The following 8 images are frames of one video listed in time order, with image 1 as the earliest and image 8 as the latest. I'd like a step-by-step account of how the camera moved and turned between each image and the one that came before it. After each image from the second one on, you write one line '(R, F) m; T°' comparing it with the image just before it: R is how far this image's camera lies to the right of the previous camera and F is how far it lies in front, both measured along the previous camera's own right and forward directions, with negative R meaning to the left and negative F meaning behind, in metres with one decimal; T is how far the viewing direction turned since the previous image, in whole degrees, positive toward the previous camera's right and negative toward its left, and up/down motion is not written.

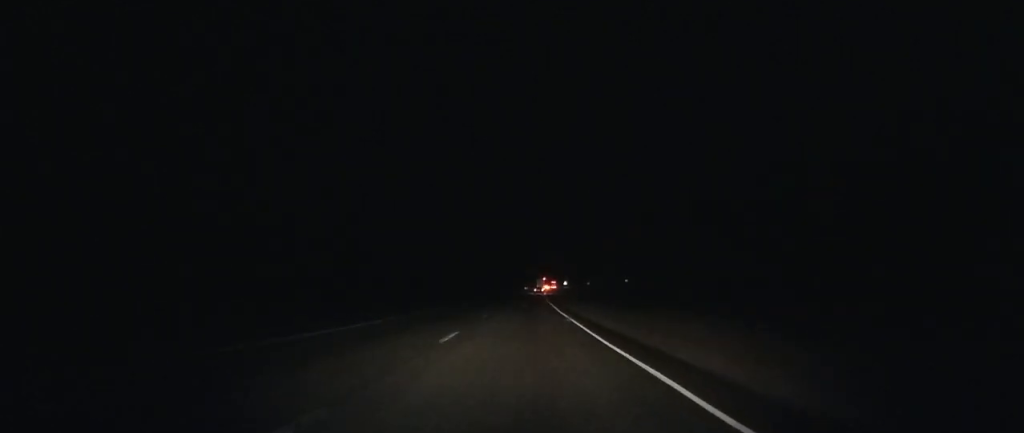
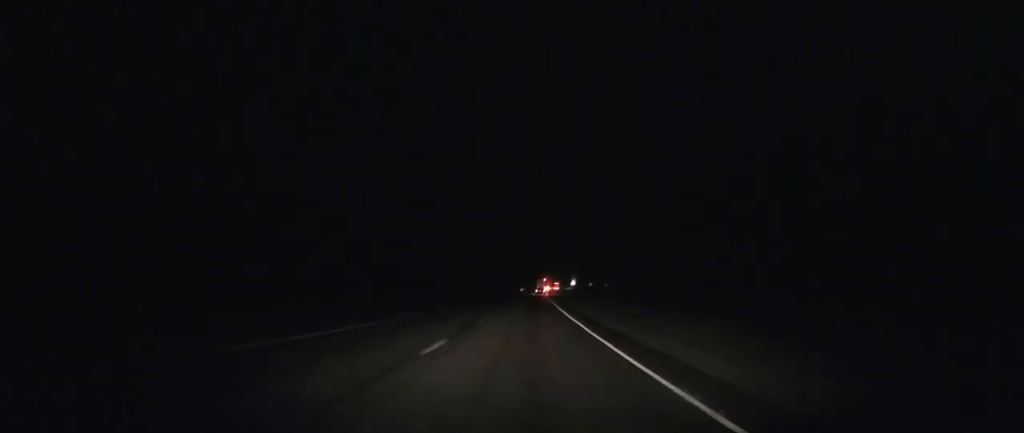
(+0.1, +38.5) m; 0°
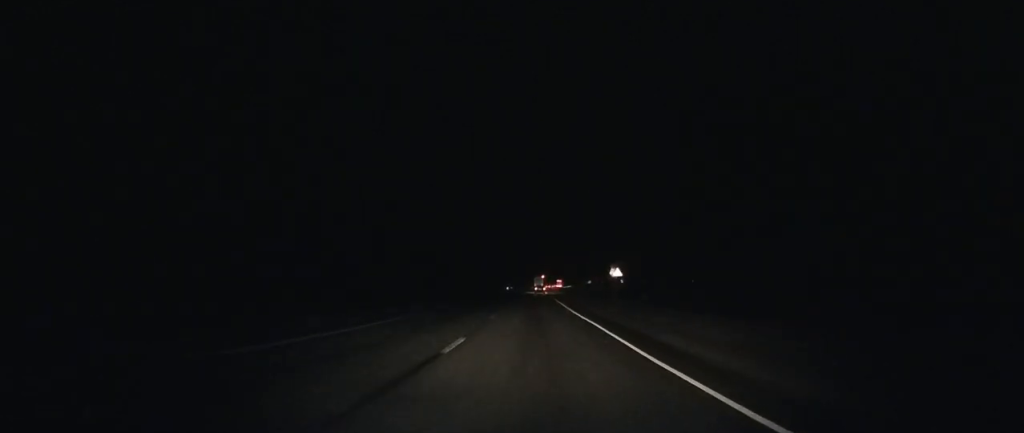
(+0.4, +68.4) m; +1°
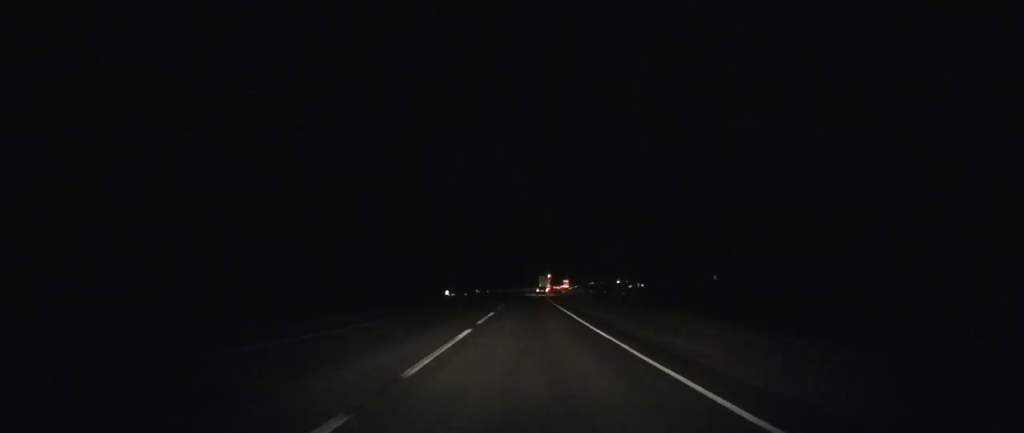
(+1.1, +112.4) m; +1°
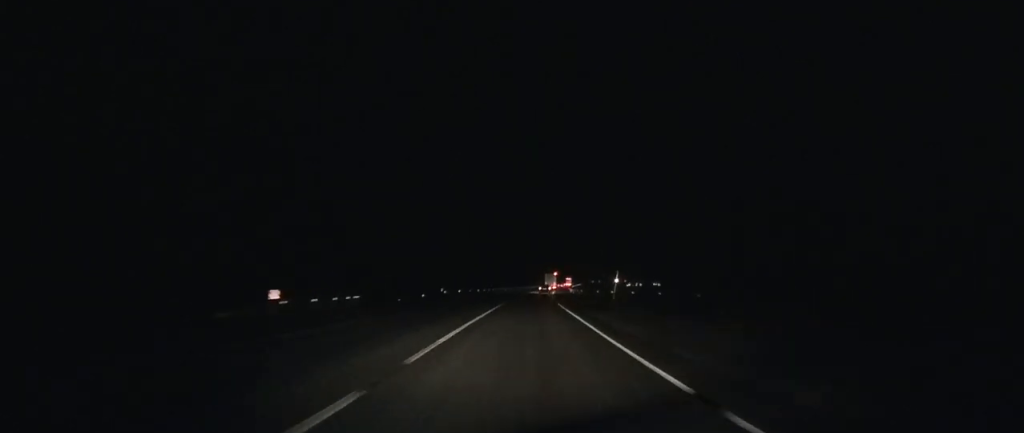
(0.0, +49.3) m; +1°
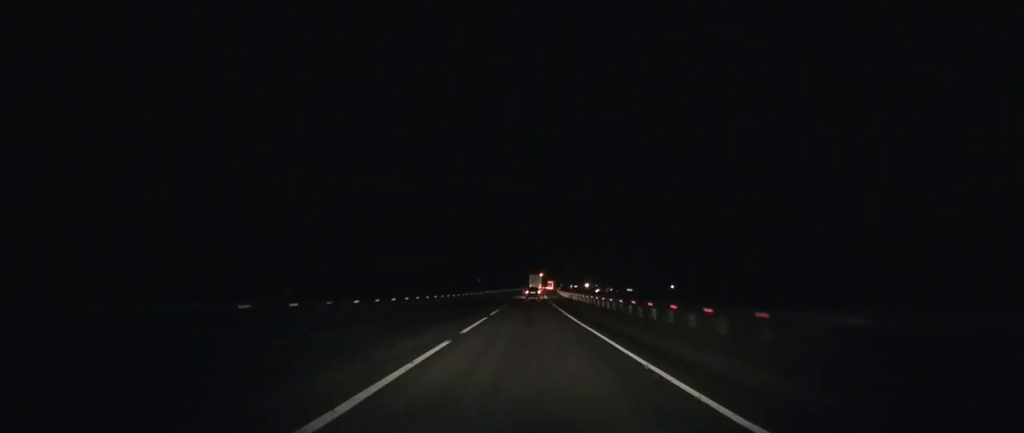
(+6.8, +159.6) m; +5°
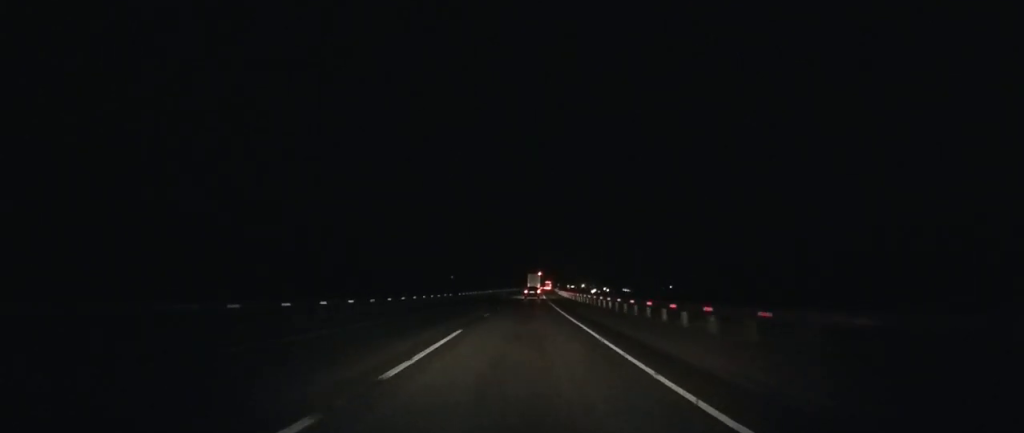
(+0.4, +32.3) m; +1°
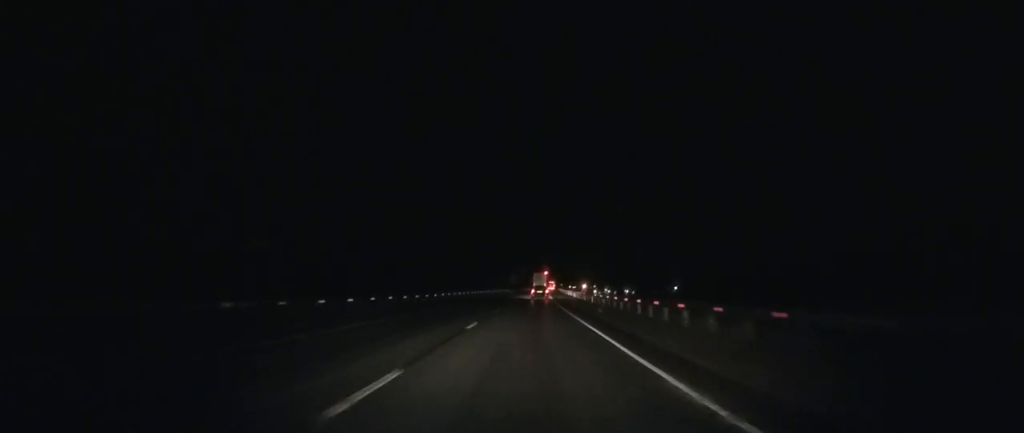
(+0.6, +54.6) m; +1°
